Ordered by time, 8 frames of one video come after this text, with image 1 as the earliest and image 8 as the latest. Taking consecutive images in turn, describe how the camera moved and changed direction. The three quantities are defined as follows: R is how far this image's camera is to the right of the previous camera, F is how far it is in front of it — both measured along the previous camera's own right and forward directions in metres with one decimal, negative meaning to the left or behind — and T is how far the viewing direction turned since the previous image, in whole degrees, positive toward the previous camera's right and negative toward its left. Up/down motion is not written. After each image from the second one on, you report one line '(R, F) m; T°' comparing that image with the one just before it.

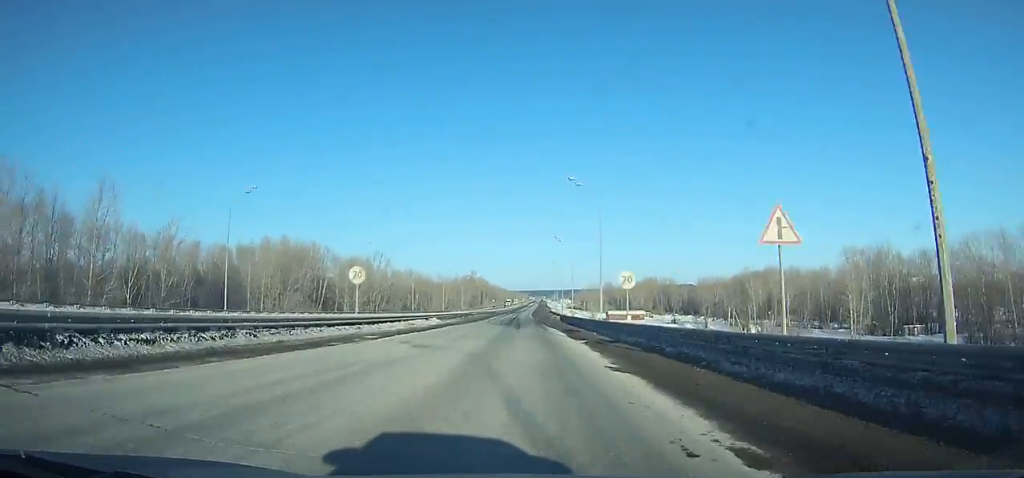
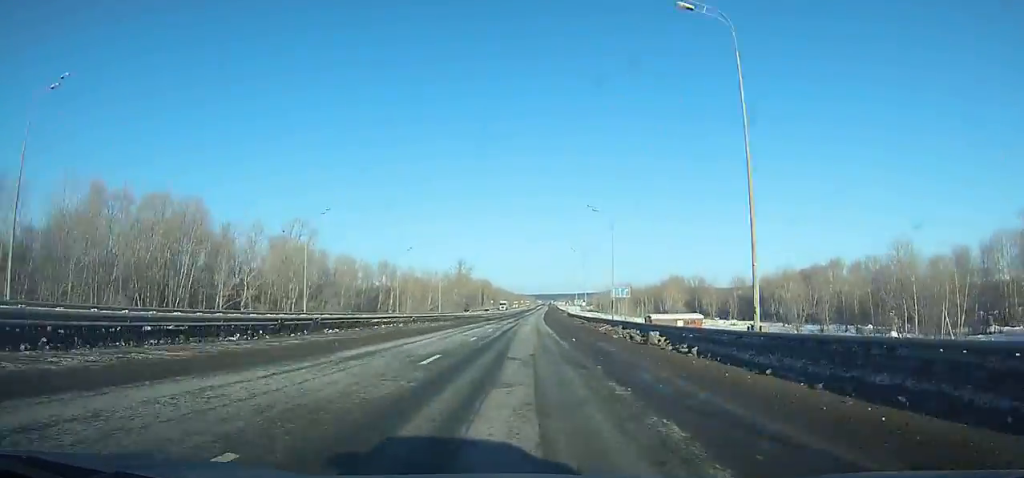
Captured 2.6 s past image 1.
(-0.7, +68.9) m; -1°
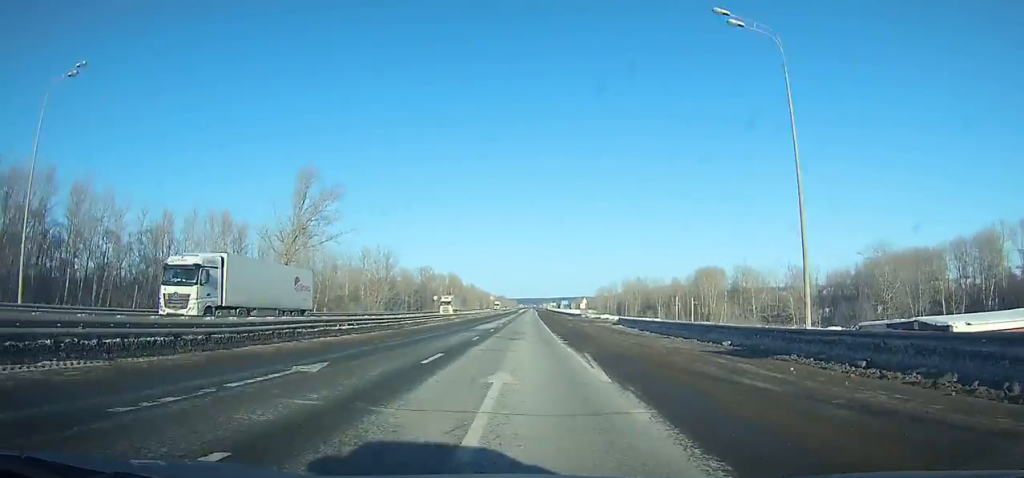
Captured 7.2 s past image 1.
(-0.4, +120.7) m; 0°
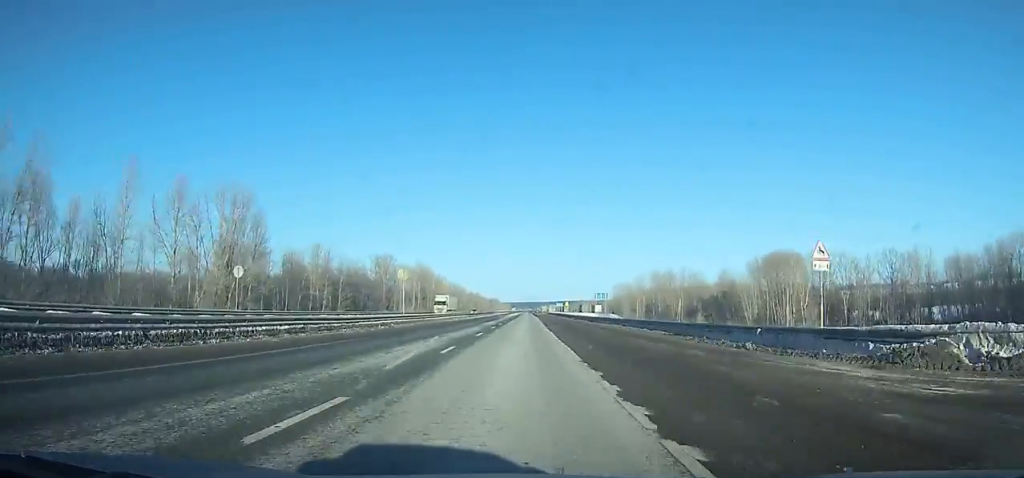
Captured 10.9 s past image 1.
(+0.9, +94.4) m; +1°
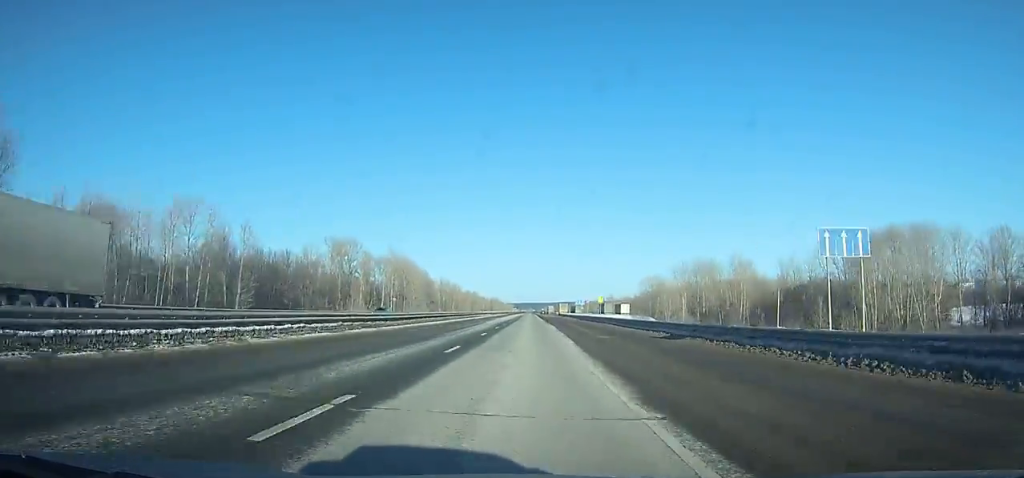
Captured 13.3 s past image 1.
(+0.1, +59.5) m; 0°
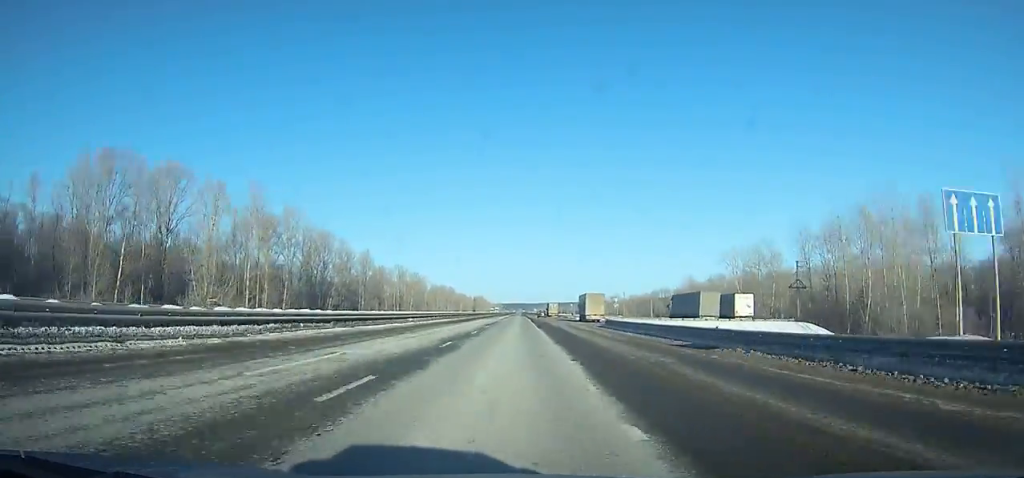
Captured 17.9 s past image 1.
(+0.6, +101.3) m; +1°
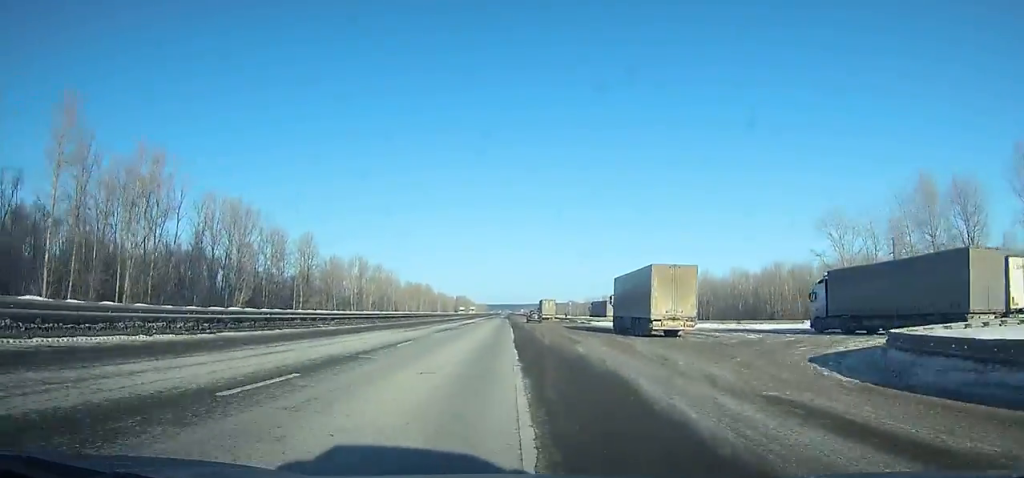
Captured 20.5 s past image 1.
(+0.2, +47.1) m; +1°
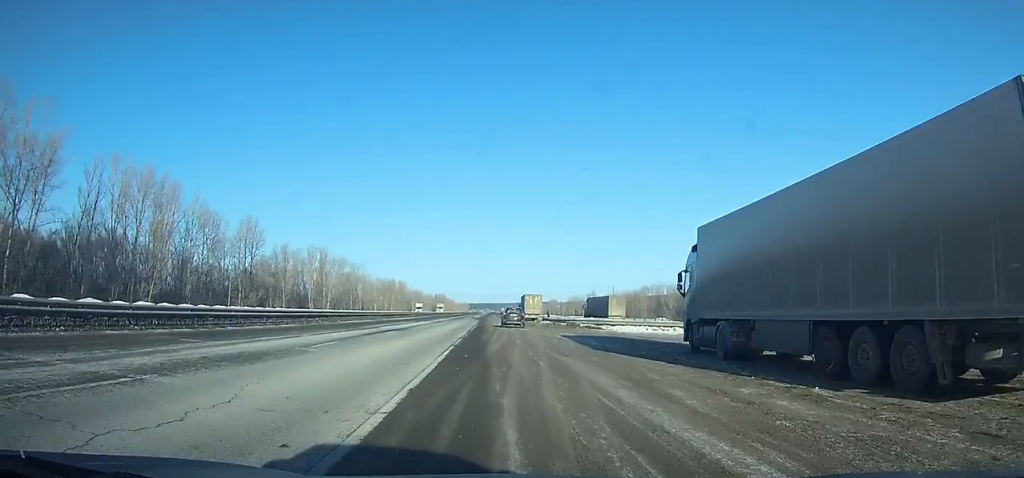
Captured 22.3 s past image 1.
(+0.1, +28.4) m; 0°
